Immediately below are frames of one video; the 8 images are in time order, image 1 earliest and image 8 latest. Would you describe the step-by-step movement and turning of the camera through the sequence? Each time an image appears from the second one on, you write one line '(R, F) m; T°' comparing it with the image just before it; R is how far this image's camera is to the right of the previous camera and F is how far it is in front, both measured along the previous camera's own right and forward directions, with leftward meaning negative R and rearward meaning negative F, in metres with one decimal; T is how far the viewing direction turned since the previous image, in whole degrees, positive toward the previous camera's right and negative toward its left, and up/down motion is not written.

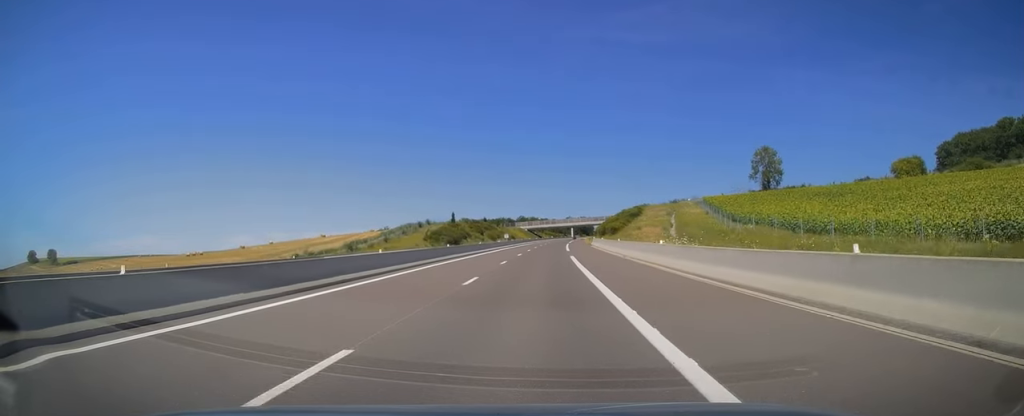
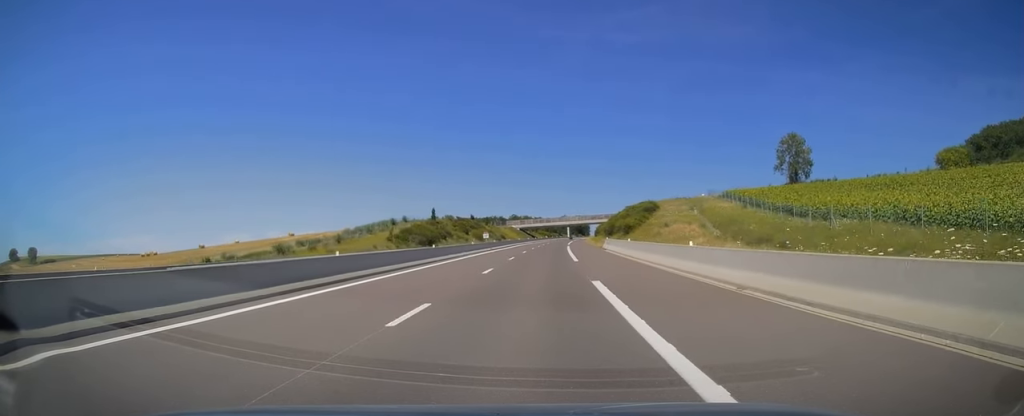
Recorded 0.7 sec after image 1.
(-0.1, +21.0) m; 0°
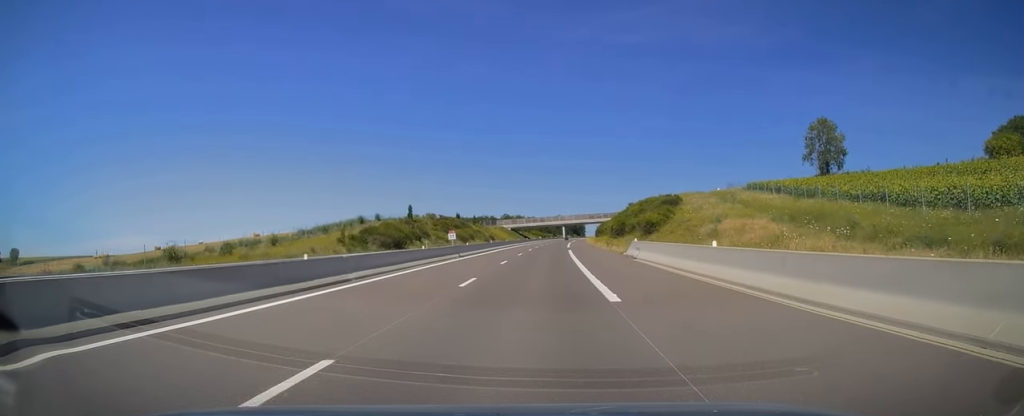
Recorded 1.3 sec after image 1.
(+0.2, +18.5) m; +1°
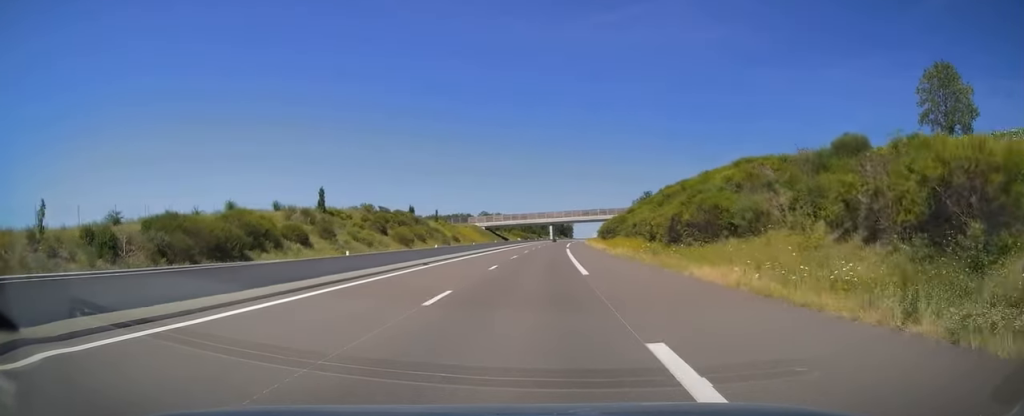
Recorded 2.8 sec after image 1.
(+0.5, +43.5) m; +1°
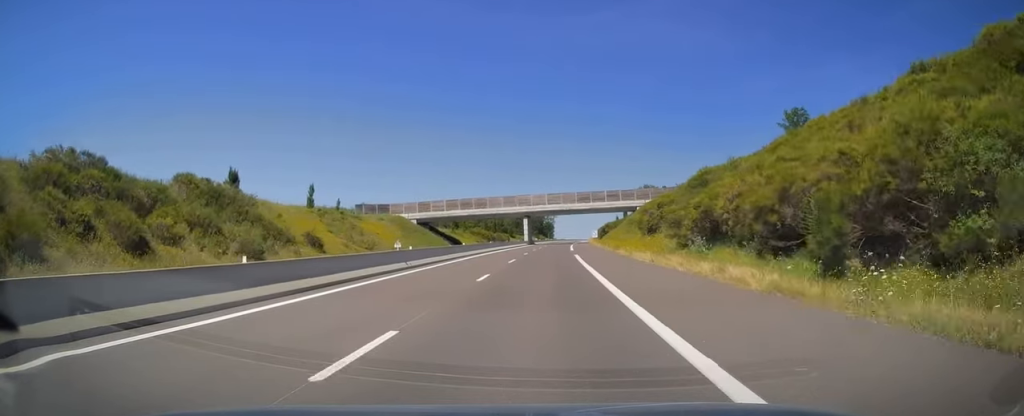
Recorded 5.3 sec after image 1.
(+1.4, +71.5) m; +3°
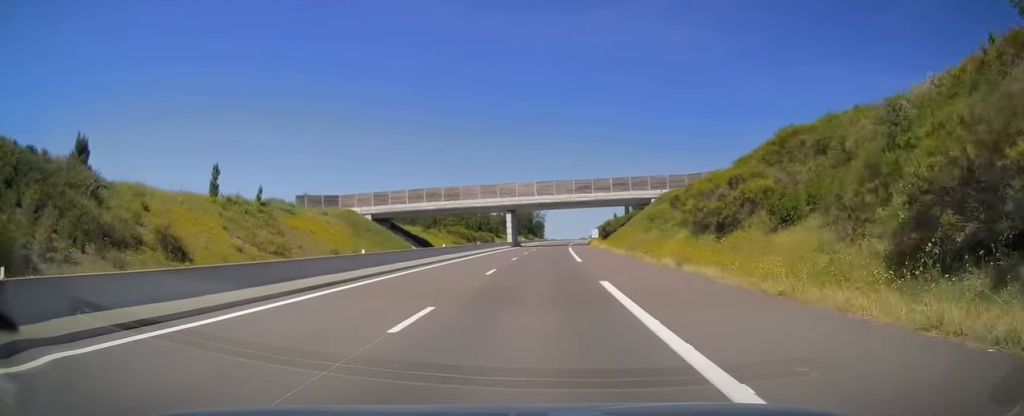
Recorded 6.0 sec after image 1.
(+0.3, +23.0) m; +1°
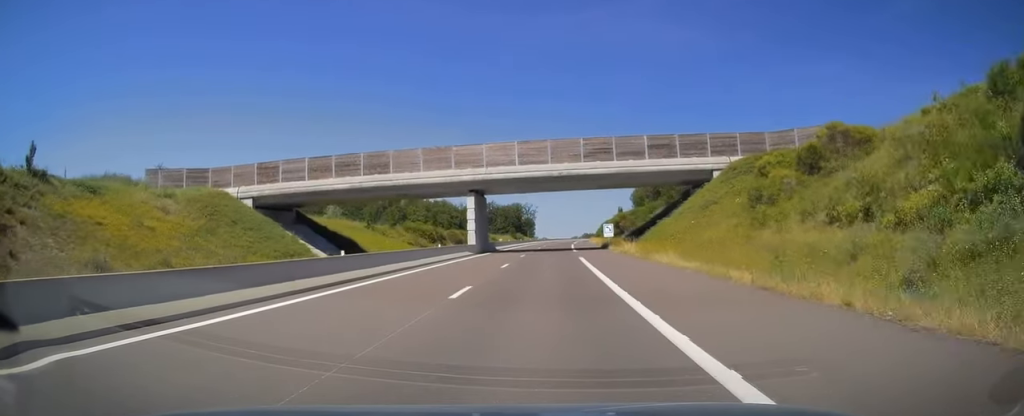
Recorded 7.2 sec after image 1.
(-0.1, +34.3) m; 0°
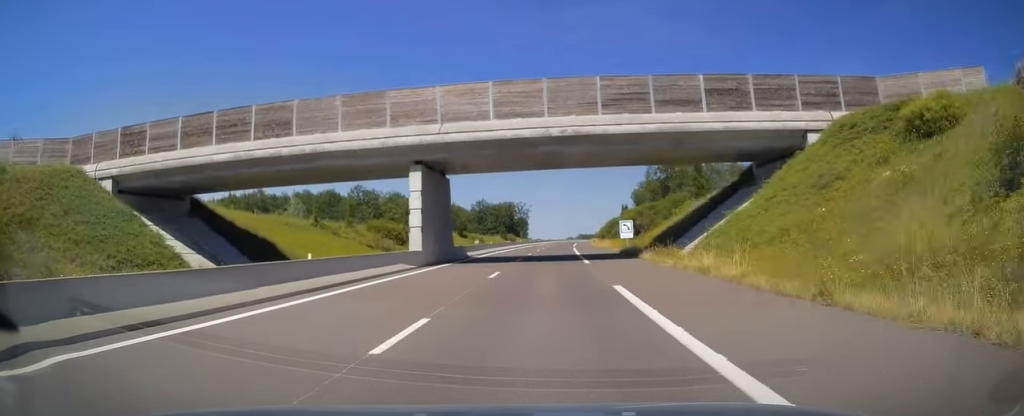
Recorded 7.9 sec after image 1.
(0.0, +19.1) m; +1°
